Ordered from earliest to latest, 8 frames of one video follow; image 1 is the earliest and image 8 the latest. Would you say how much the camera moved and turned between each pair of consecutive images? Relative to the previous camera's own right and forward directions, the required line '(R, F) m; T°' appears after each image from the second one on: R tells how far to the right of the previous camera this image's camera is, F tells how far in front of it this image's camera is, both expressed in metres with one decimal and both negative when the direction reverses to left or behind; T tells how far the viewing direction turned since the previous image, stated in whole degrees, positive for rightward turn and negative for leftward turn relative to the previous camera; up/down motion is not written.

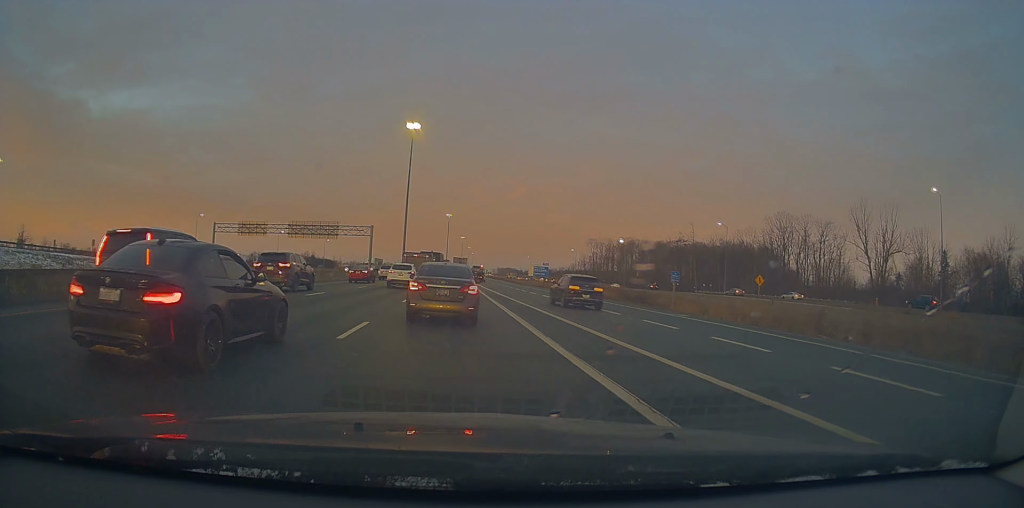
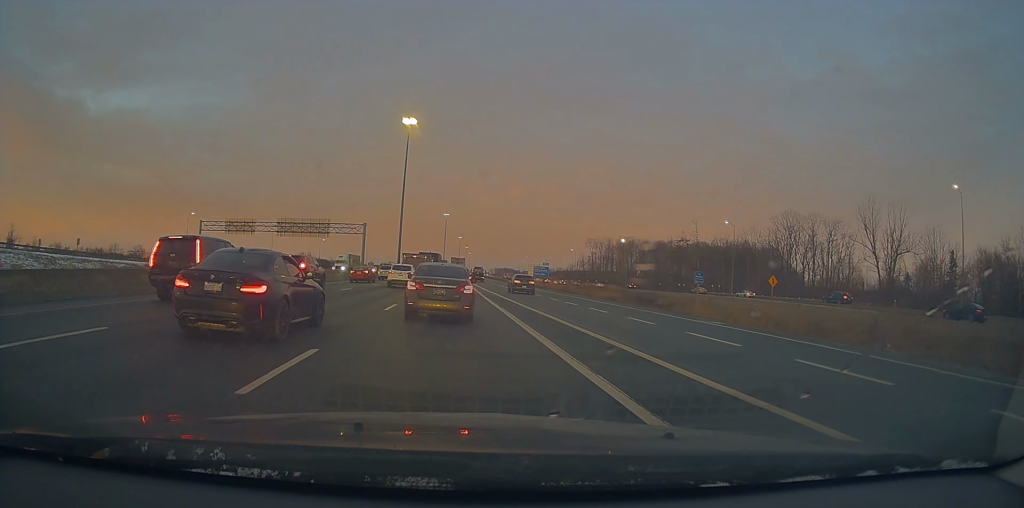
(0.0, +4.4) m; -3°
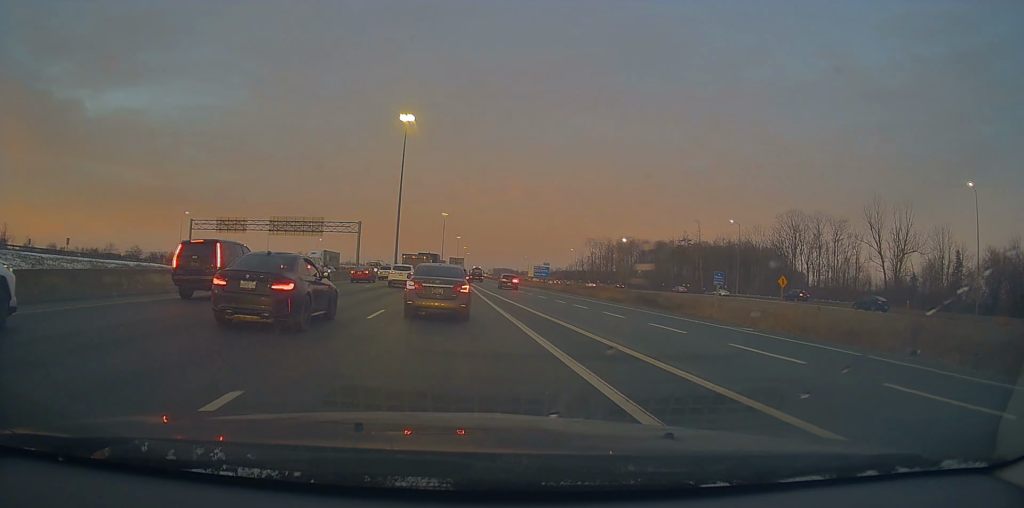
(-0.2, +3.1) m; -3°
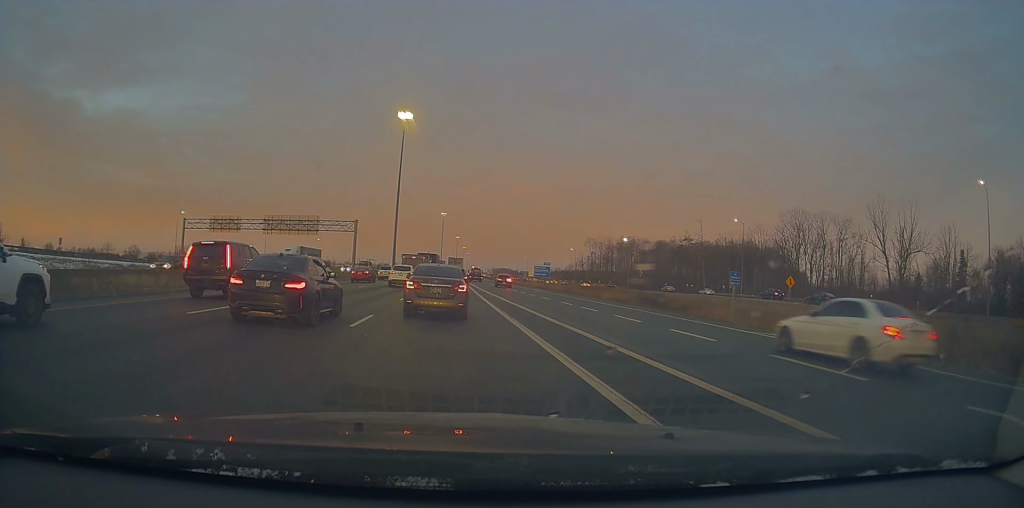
(0.0, +2.2) m; -1°
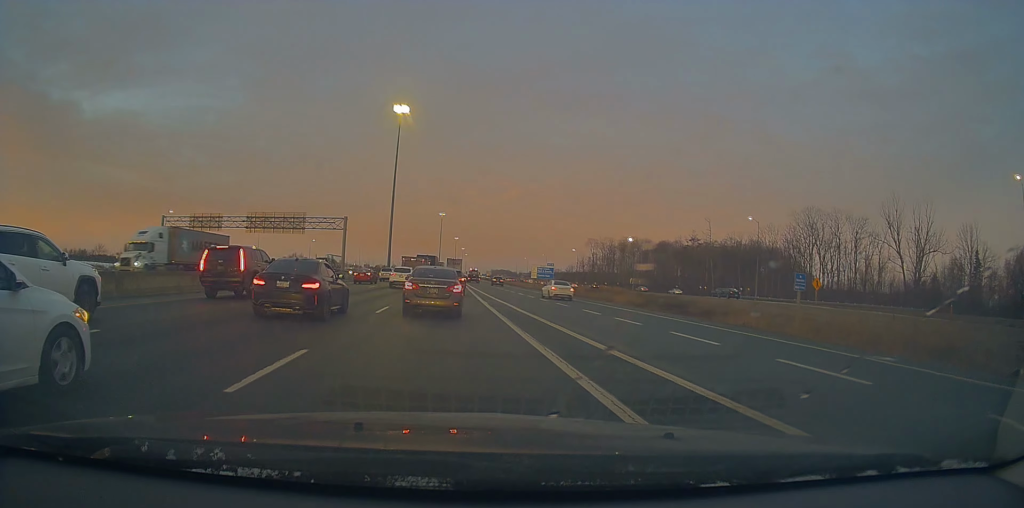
(0.0, +6.3) m; +1°
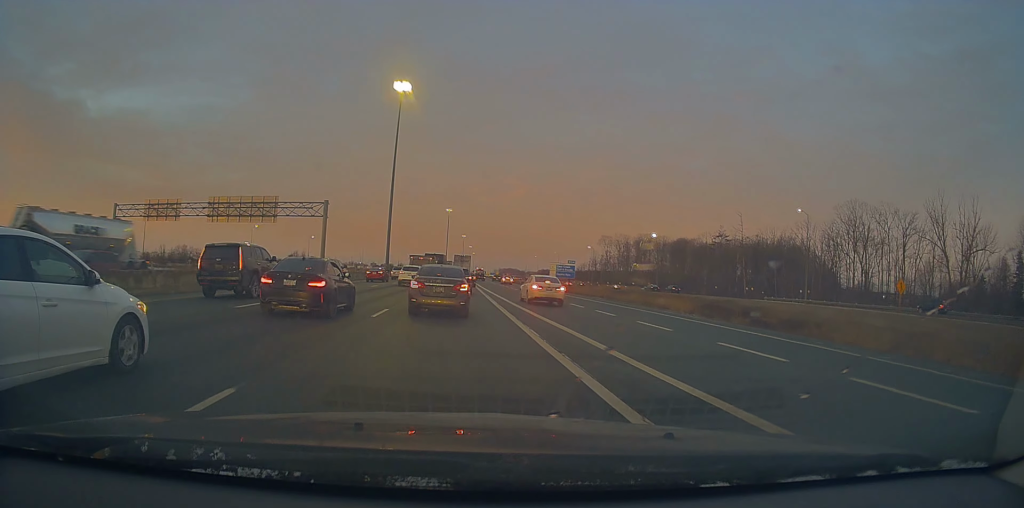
(+0.6, +13.6) m; +3°
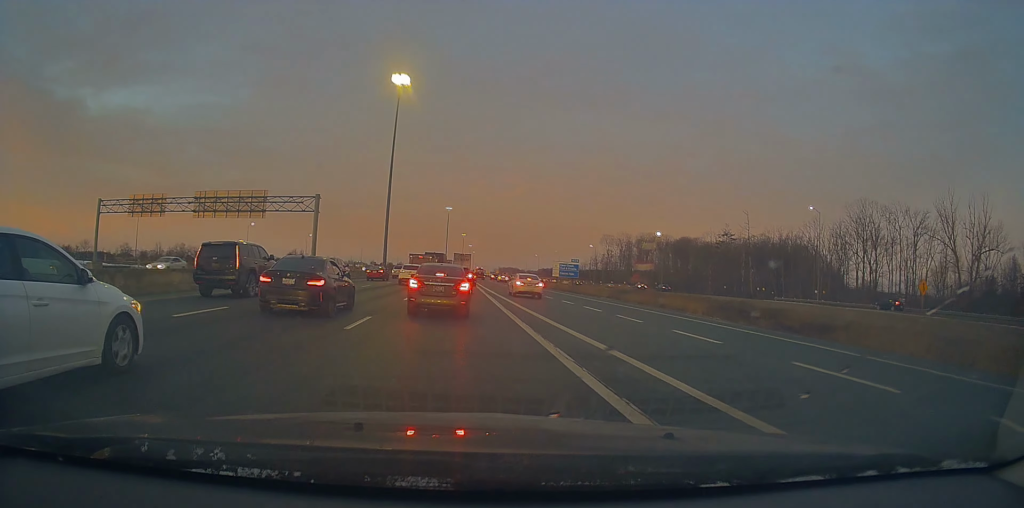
(0.0, +3.4) m; 0°
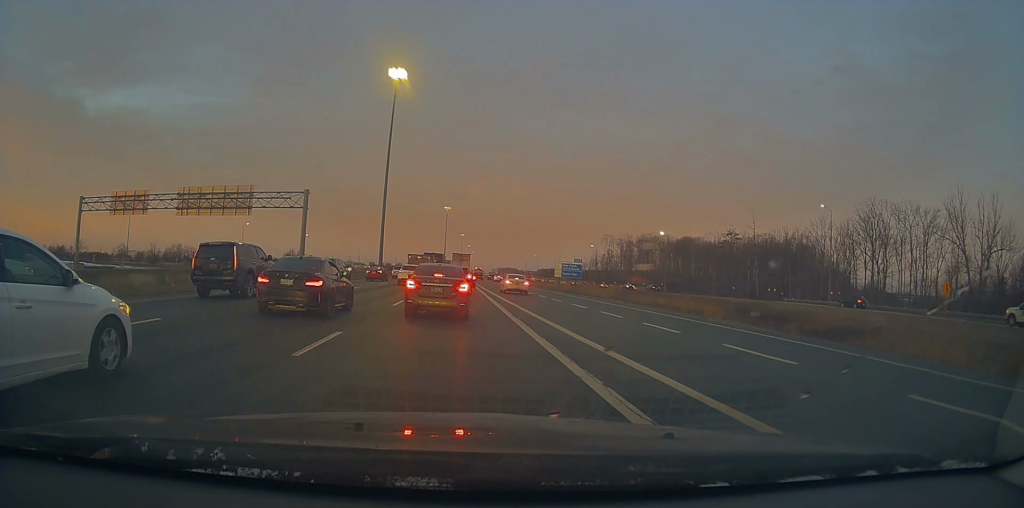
(+0.1, +3.5) m; -1°
